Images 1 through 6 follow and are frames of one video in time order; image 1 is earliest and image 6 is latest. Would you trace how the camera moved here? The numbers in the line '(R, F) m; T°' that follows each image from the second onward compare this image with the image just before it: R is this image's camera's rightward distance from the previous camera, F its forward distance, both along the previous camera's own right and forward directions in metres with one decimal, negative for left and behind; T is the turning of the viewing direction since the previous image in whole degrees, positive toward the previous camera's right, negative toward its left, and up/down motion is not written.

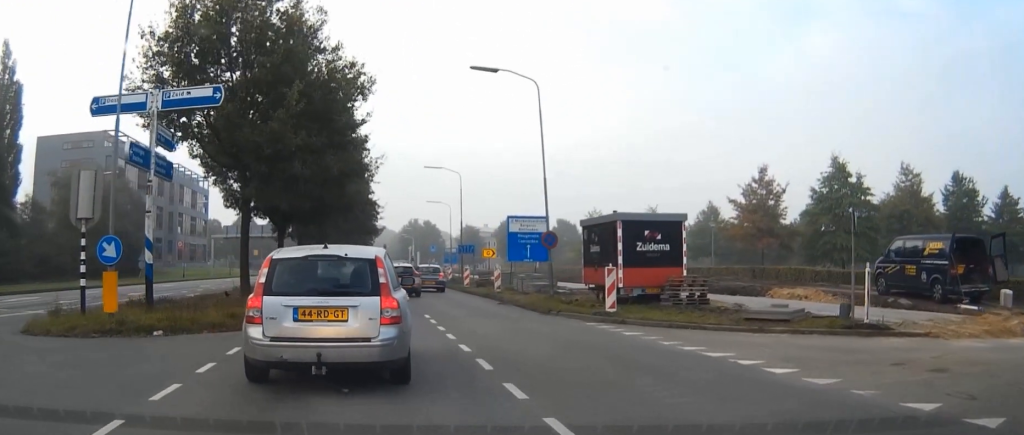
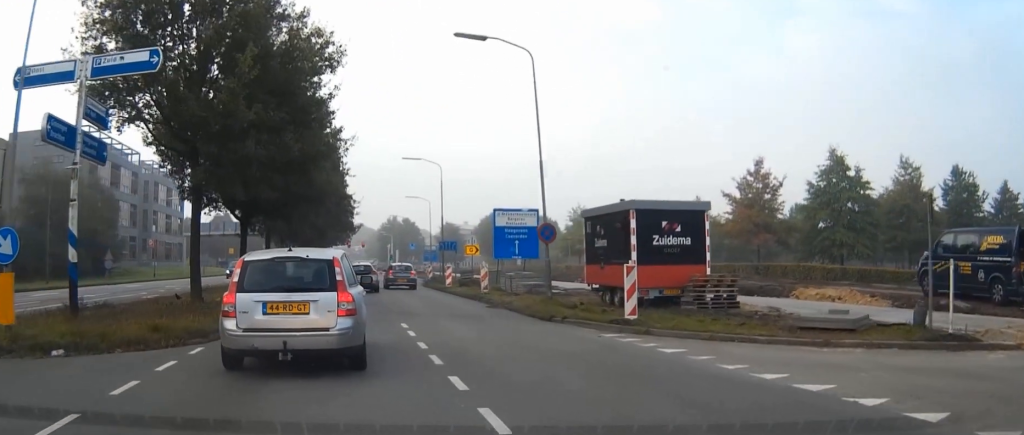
(0.0, +3.4) m; -1°
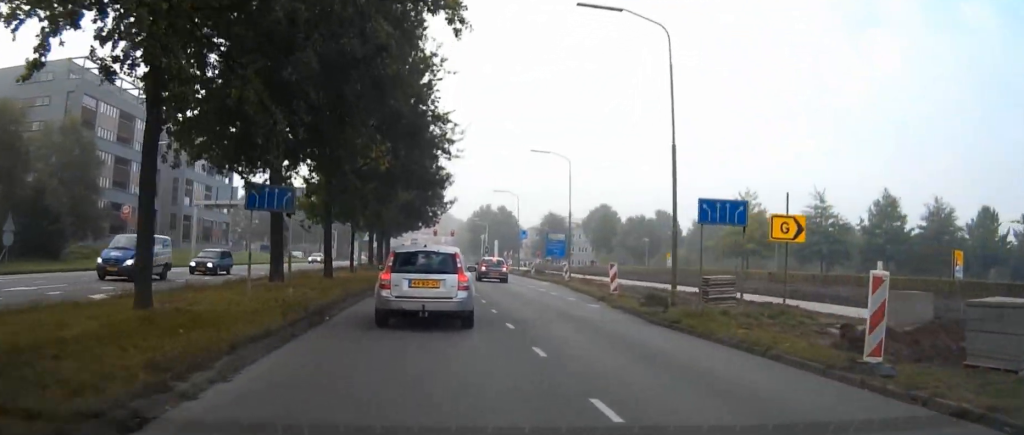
(-2.3, +29.0) m; -8°
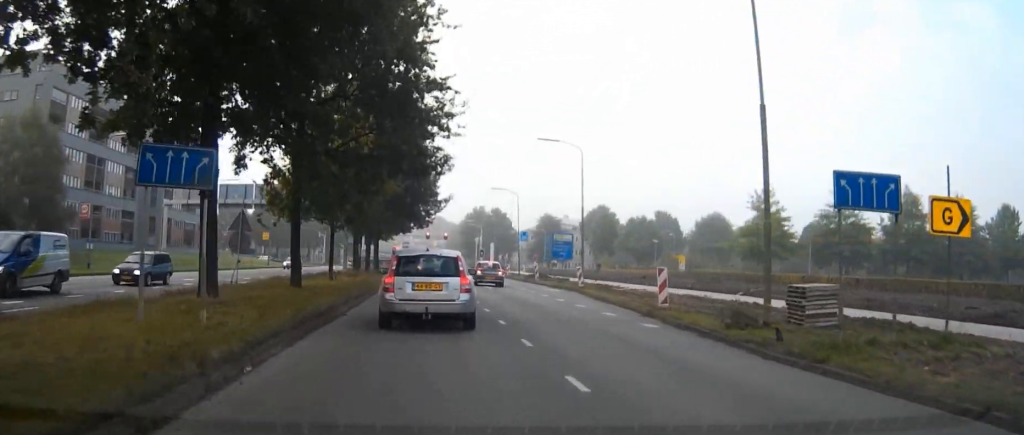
(-0.1, +7.0) m; 0°
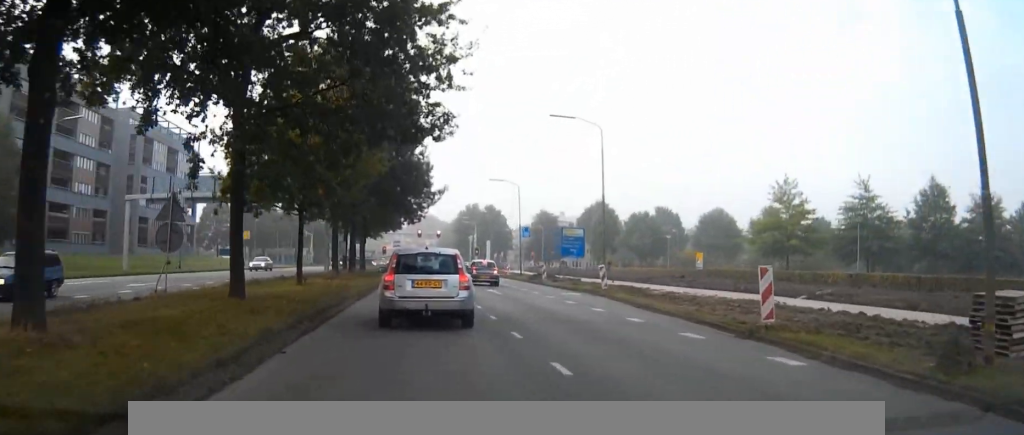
(-0.1, +7.6) m; 0°
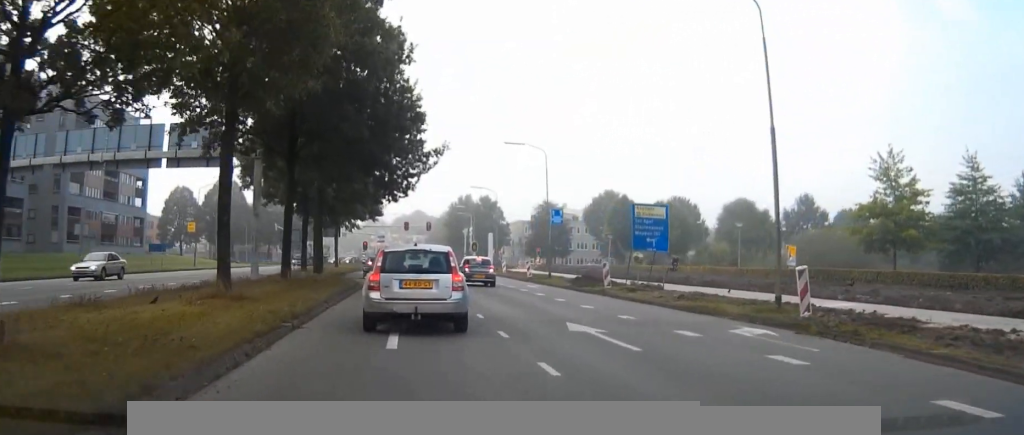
(+0.2, +21.6) m; +1°
